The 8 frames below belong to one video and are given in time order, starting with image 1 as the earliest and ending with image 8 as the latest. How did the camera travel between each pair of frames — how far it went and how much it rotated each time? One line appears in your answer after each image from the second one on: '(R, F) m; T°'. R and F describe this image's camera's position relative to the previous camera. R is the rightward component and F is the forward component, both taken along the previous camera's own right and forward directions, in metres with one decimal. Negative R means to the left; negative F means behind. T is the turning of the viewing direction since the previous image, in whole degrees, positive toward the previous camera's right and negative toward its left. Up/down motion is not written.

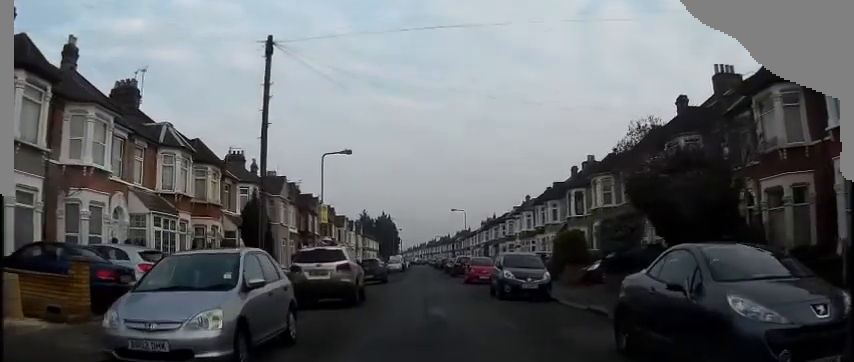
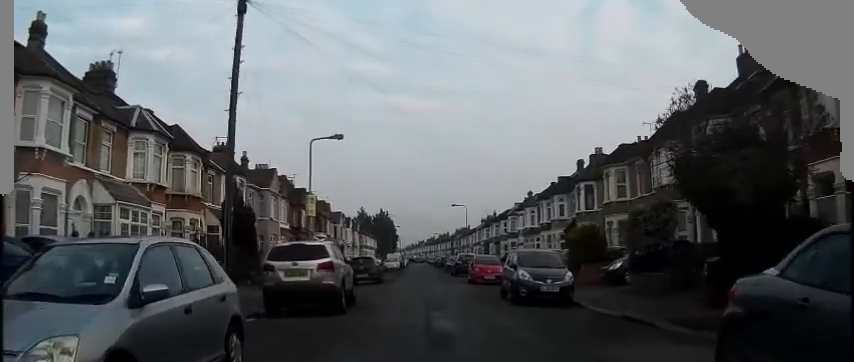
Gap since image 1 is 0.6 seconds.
(0.0, +3.5) m; 0°
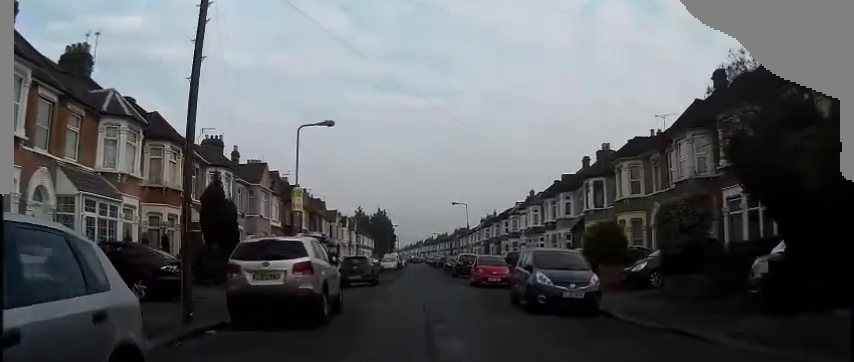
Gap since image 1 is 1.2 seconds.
(0.0, +3.0) m; 0°
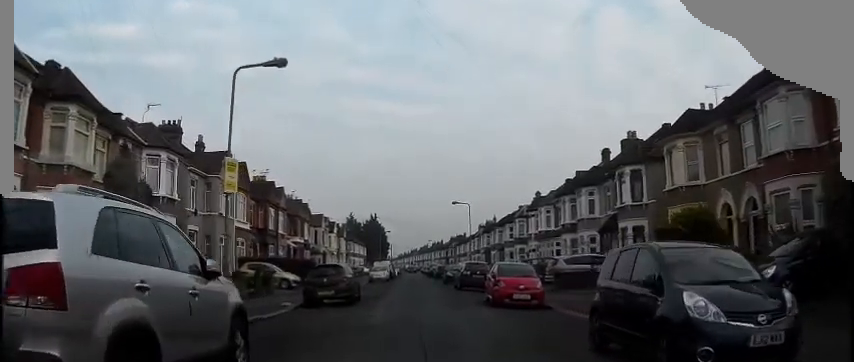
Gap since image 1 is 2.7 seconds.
(0.0, +8.8) m; -3°
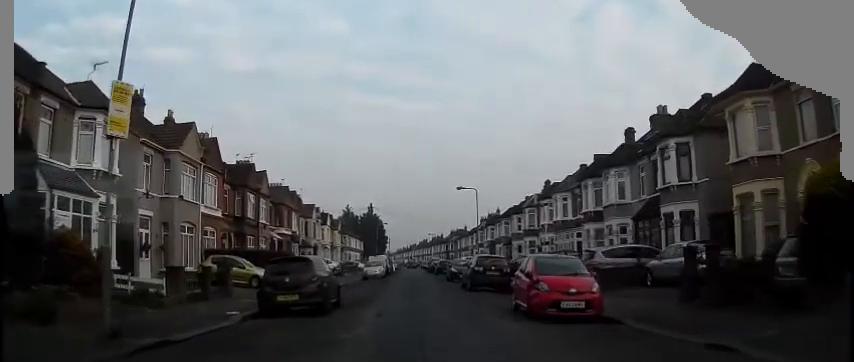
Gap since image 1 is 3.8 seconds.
(-0.3, +6.4) m; -2°
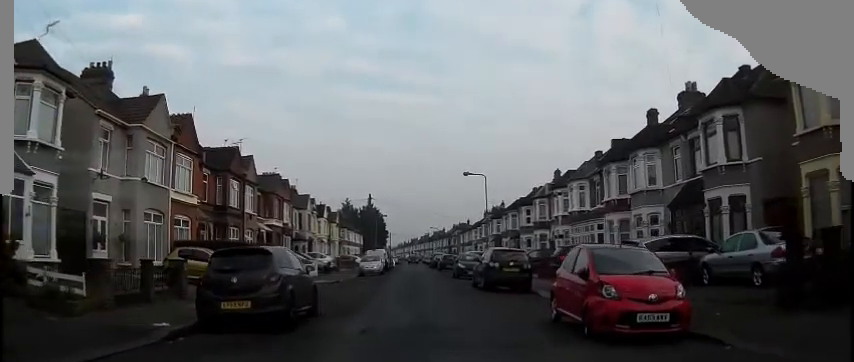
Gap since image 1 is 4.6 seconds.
(0.0, +4.5) m; 0°
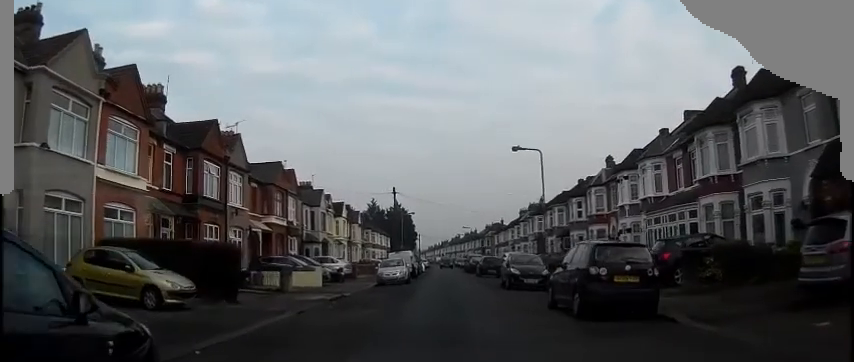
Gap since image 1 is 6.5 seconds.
(-0.1, +9.7) m; -4°
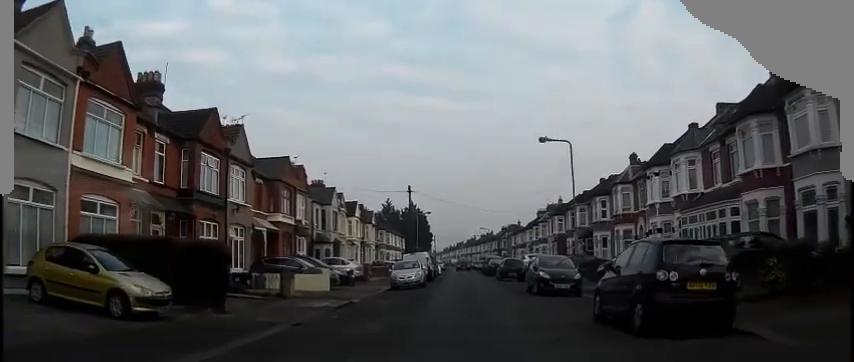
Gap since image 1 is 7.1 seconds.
(-0.1, +2.6) m; 0°
